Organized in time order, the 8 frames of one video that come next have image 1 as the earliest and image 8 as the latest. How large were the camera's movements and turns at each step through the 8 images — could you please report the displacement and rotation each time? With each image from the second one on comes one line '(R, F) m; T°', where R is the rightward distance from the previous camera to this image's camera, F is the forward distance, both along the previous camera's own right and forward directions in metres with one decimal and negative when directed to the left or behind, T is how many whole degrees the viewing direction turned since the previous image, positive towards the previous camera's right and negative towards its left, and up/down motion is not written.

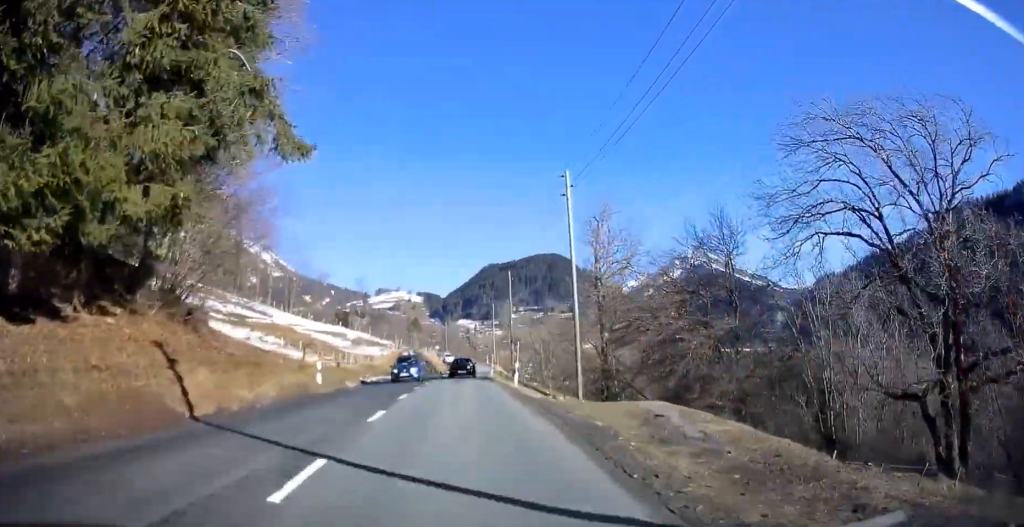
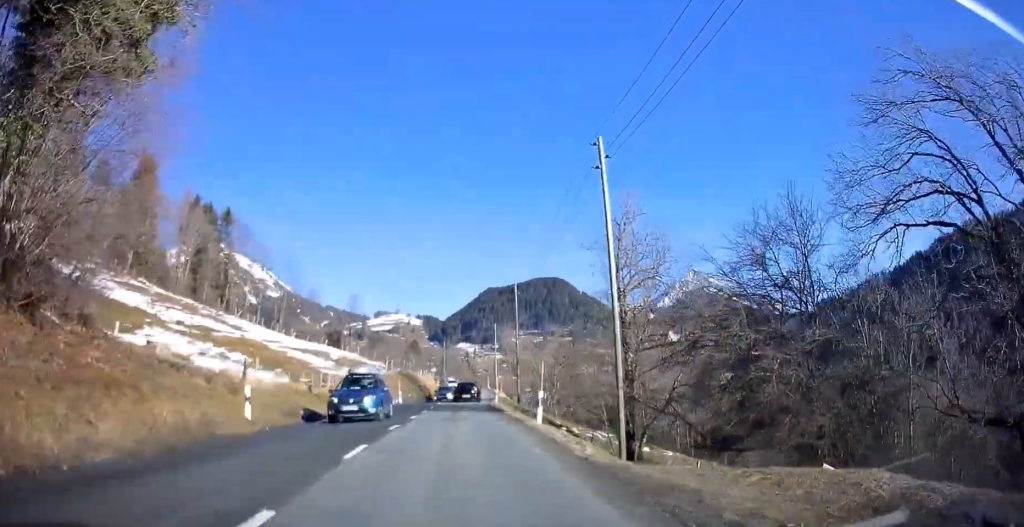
(+0.2, +7.7) m; 0°
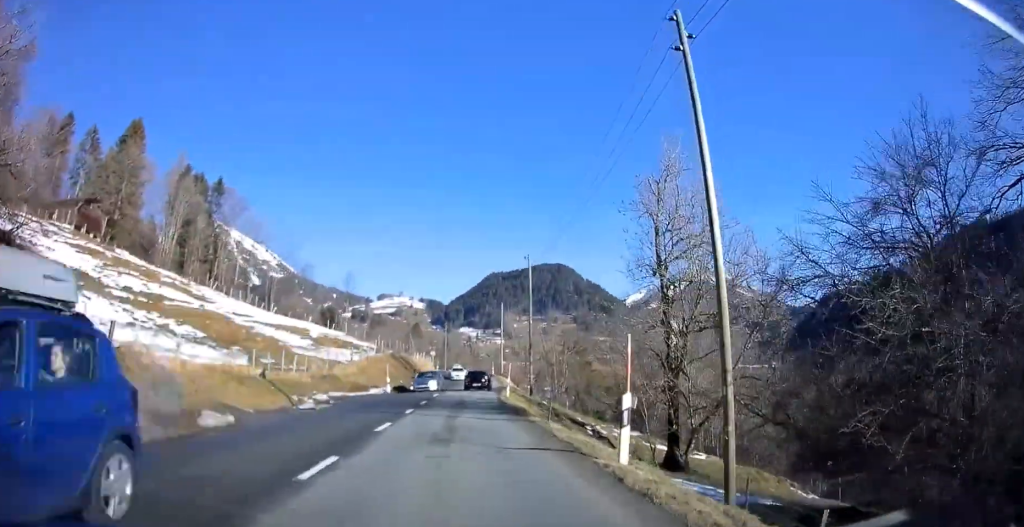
(+0.2, +8.2) m; 0°
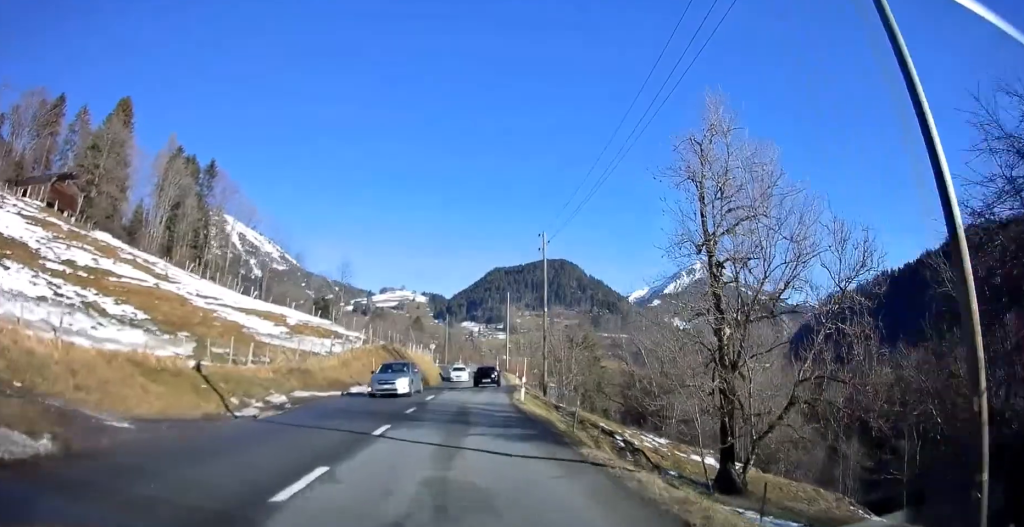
(-0.2, +7.2) m; 0°
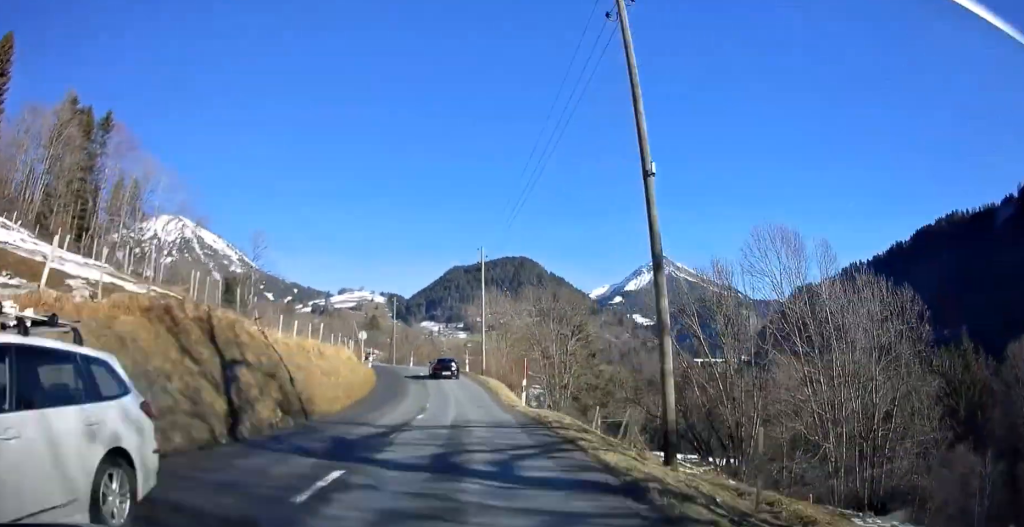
(+0.8, +29.3) m; +3°
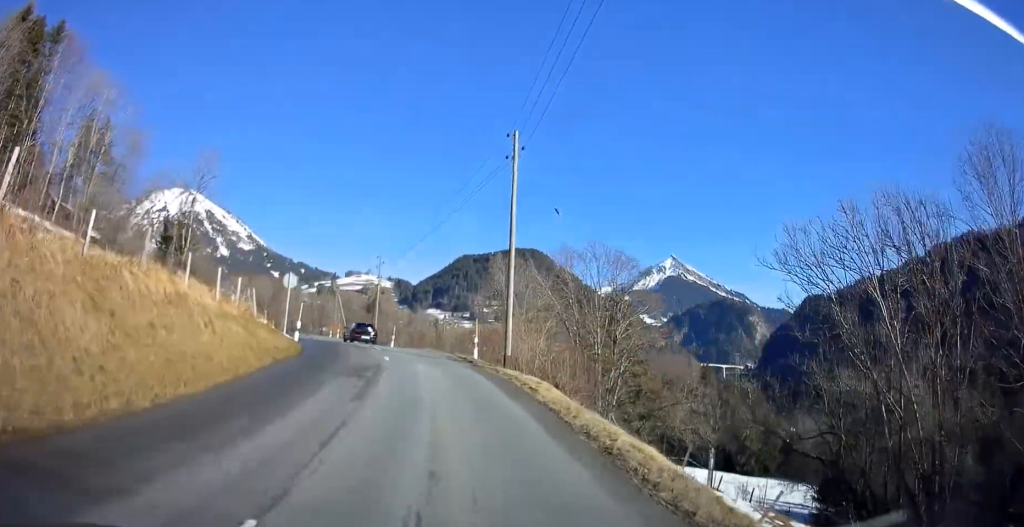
(-0.3, +22.3) m; -2°
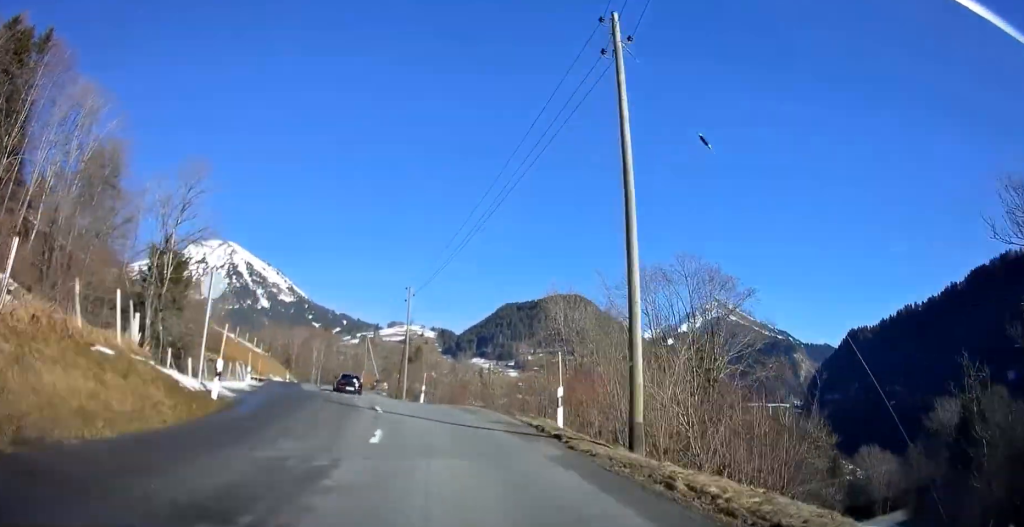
(-0.2, +12.6) m; -2°
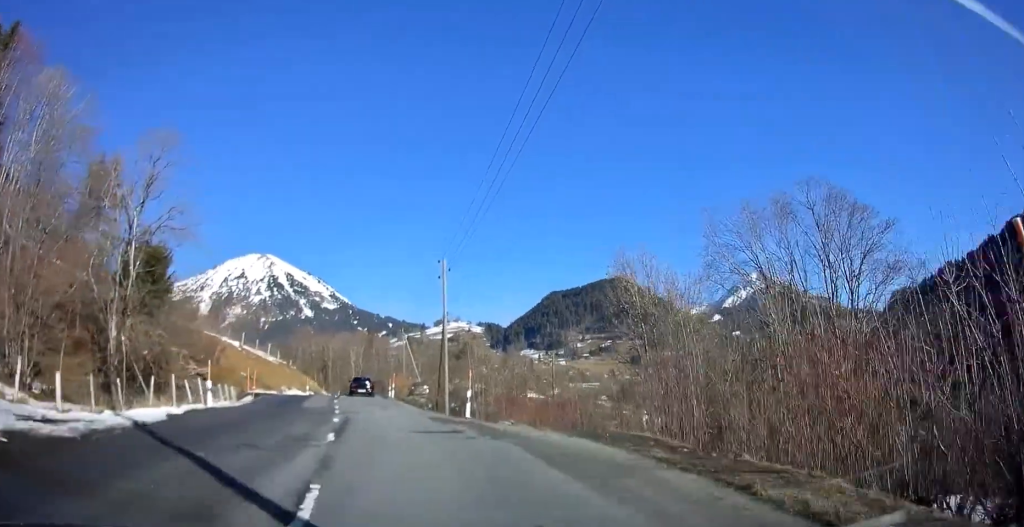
(-0.2, +11.9) m; -4°
